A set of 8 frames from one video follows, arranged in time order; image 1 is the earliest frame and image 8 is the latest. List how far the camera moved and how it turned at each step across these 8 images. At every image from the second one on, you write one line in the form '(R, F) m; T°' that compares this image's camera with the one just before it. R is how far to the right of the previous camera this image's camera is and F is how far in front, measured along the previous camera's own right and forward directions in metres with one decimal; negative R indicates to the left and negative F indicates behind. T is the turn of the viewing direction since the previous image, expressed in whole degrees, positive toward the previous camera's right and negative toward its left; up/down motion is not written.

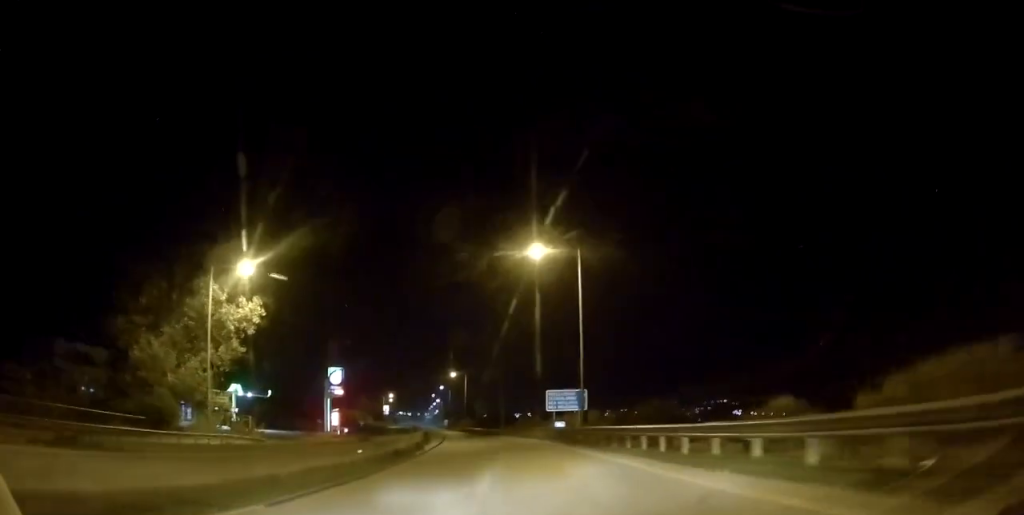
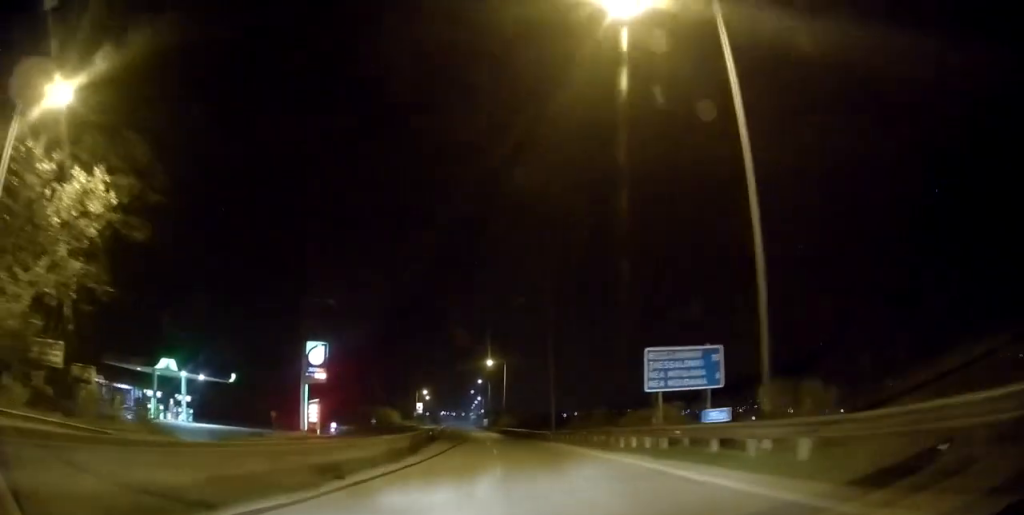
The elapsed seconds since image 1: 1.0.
(-1.0, +23.3) m; -5°
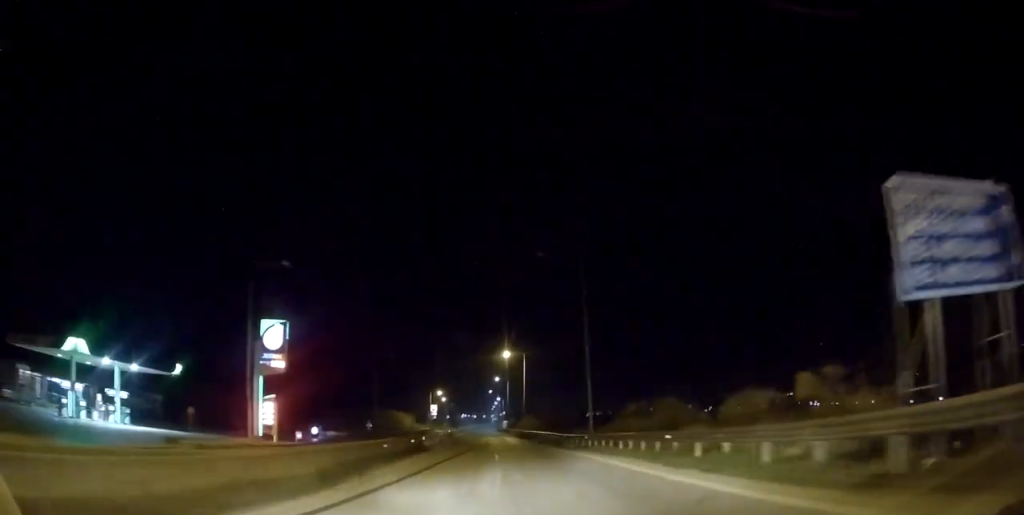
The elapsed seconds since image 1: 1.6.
(-0.5, +14.3) m; -2°
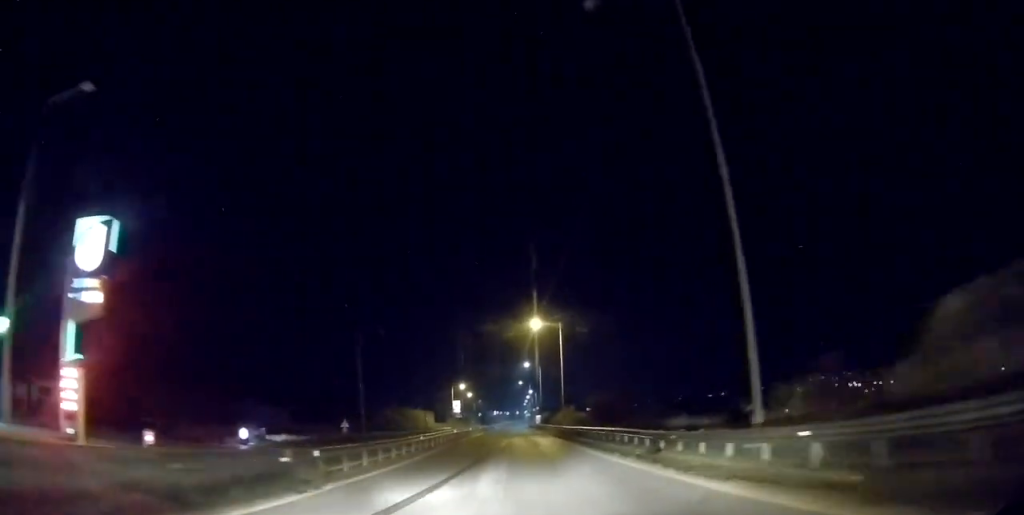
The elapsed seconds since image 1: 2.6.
(-0.3, +22.9) m; -2°
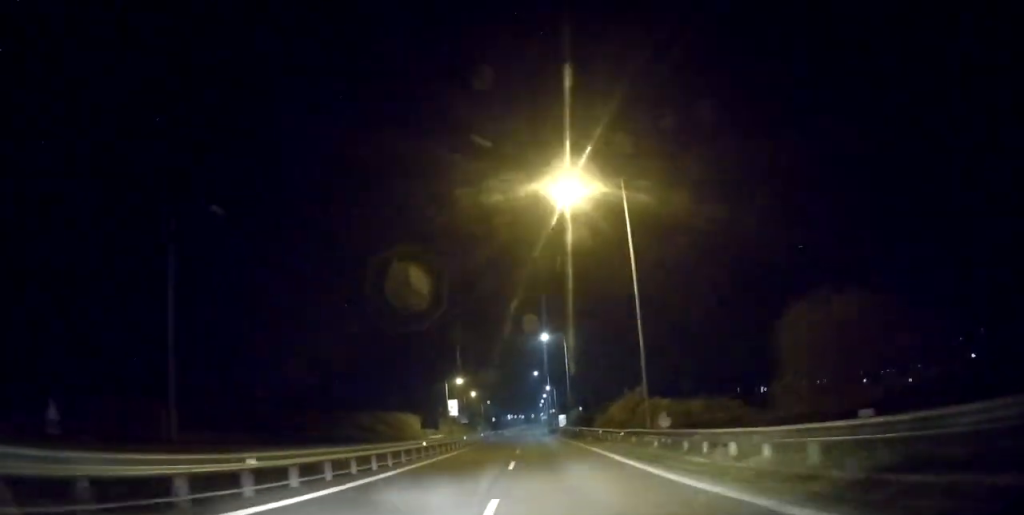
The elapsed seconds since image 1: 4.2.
(-1.3, +38.3) m; -2°
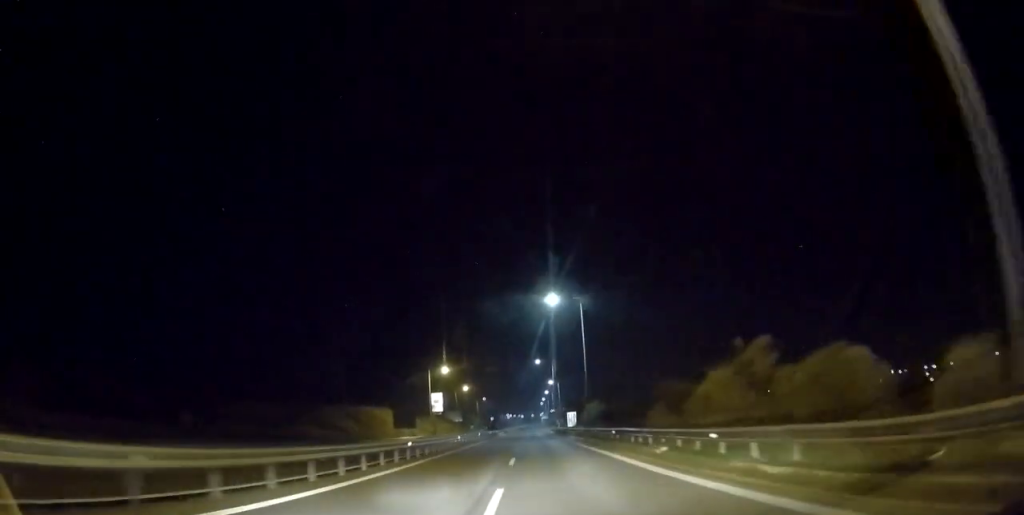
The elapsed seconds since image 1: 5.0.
(+0.2, +21.4) m; 0°
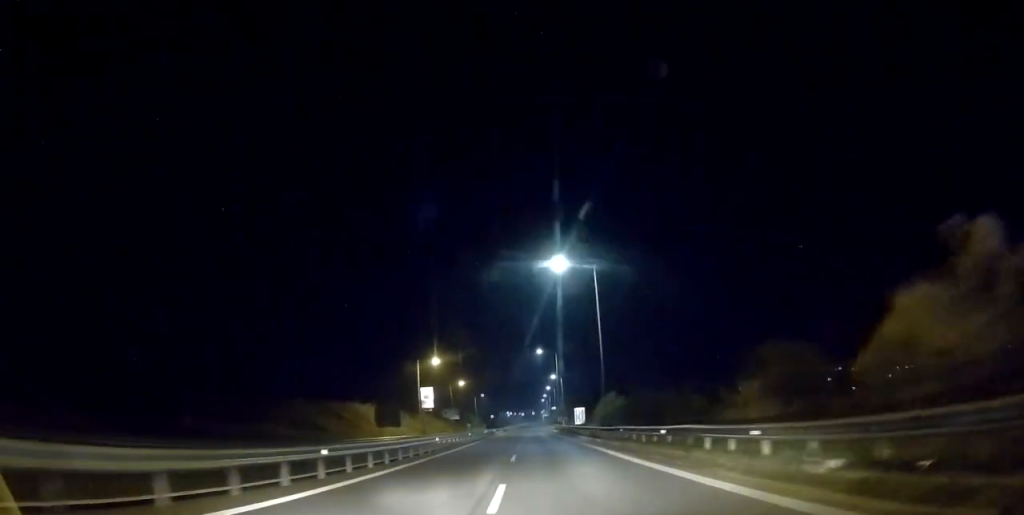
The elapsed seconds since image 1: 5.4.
(0.0, +10.7) m; 0°
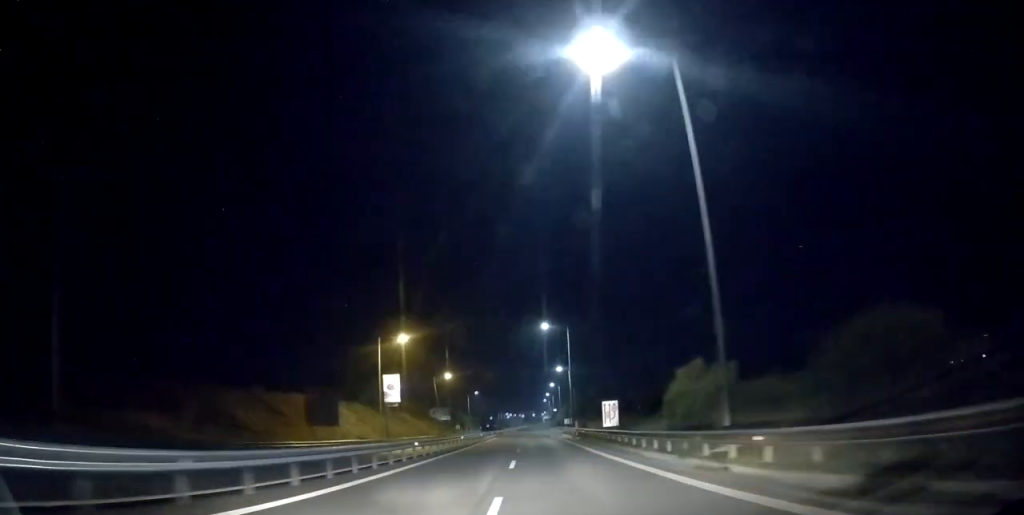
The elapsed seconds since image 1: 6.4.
(0.0, +24.1) m; 0°
